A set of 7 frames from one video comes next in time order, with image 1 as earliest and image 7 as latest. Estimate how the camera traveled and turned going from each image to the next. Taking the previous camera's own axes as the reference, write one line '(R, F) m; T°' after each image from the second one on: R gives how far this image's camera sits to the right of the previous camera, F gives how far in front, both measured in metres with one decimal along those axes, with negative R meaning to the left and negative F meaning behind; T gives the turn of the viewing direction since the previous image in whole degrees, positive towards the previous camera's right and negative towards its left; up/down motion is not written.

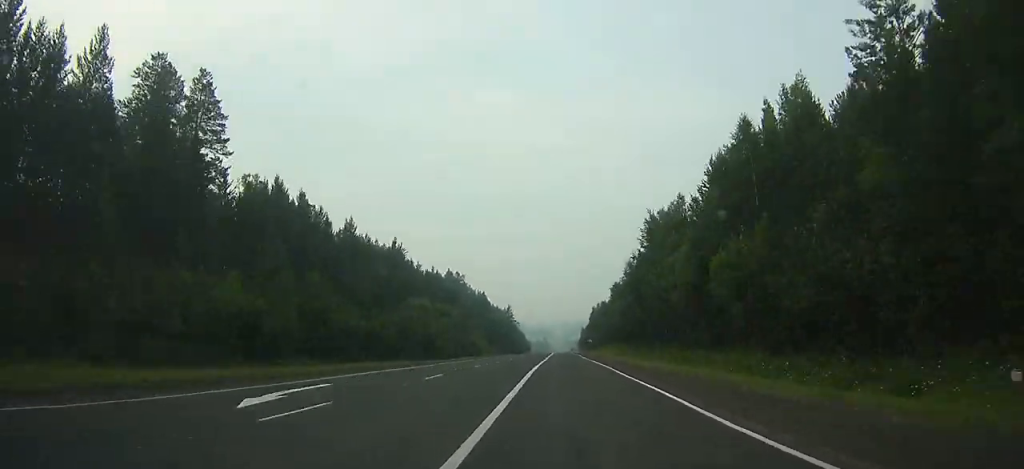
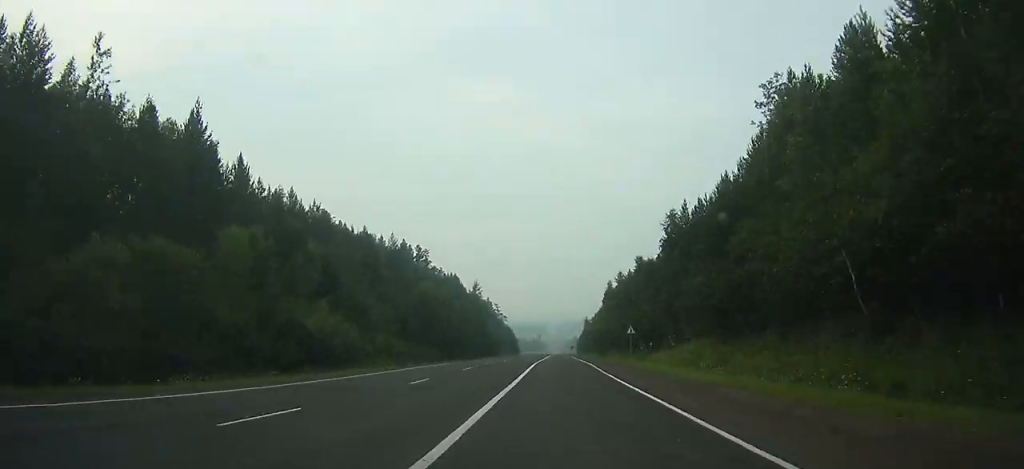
(+0.2, +75.8) m; 0°
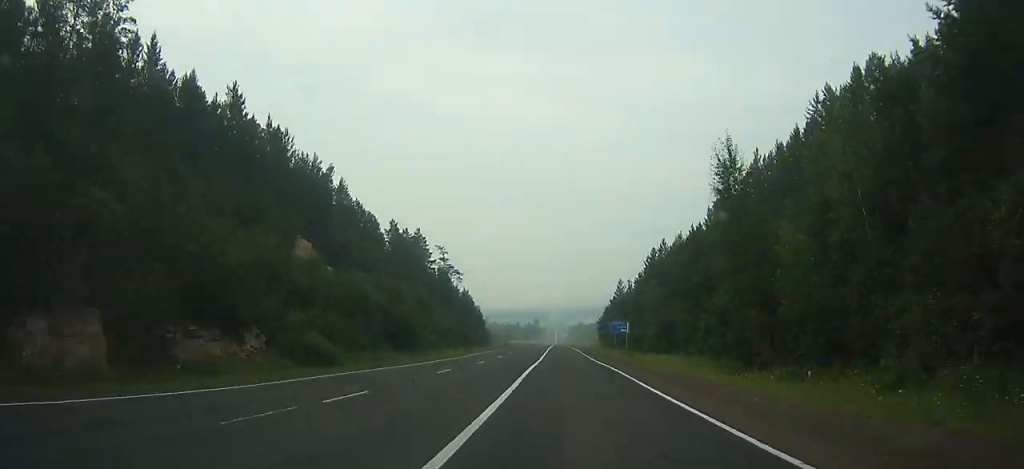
(+0.1, +161.1) m; 0°
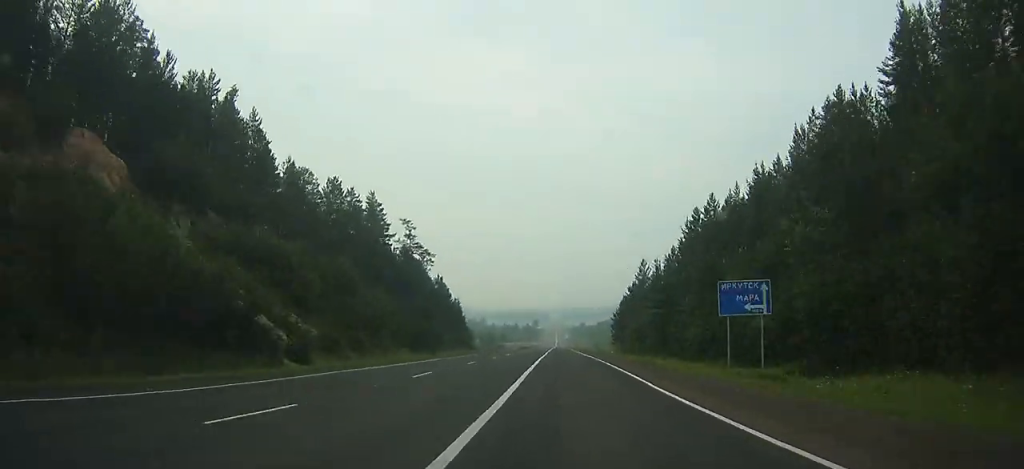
(+0.1, +39.3) m; 0°
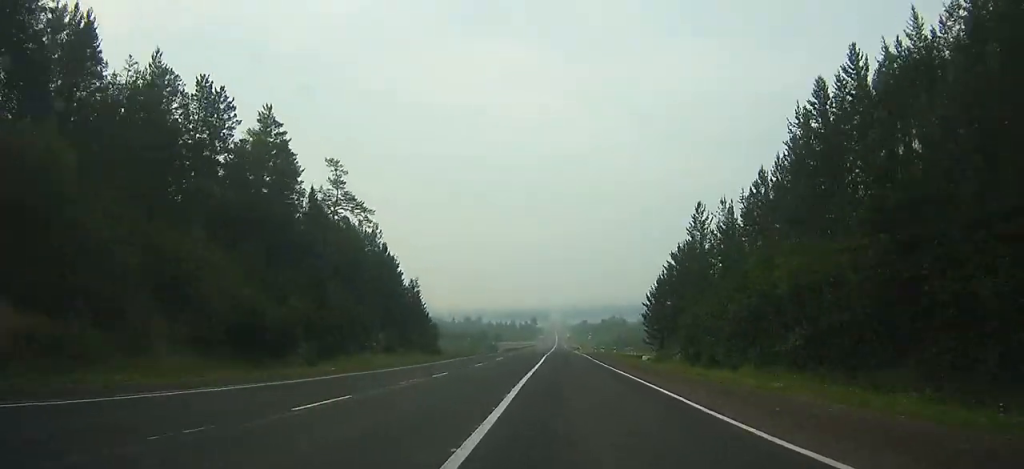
(0.0, +45.7) m; 0°
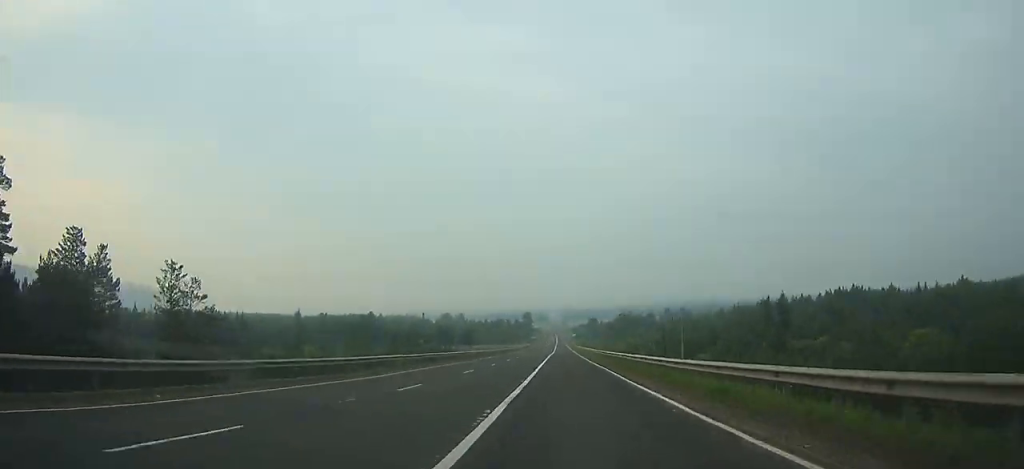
(-0.1, +140.2) m; 0°
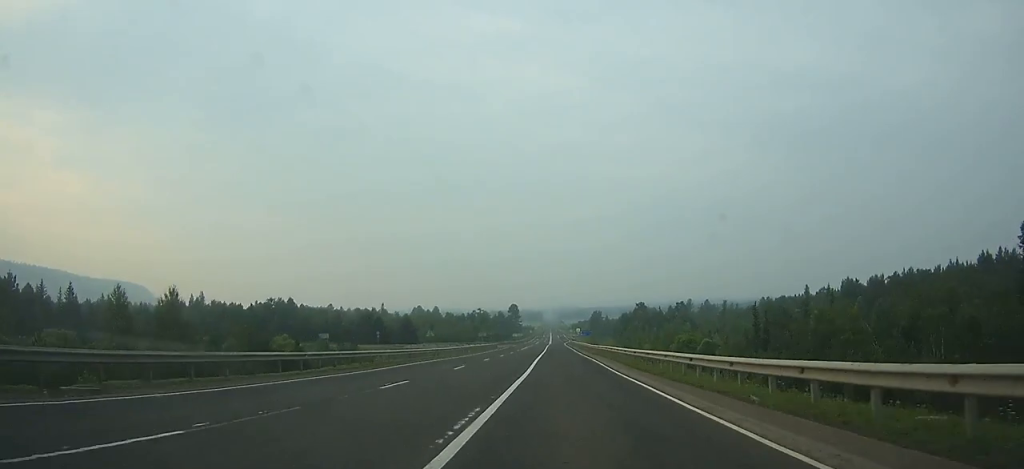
(+0.2, +97.0) m; 0°
